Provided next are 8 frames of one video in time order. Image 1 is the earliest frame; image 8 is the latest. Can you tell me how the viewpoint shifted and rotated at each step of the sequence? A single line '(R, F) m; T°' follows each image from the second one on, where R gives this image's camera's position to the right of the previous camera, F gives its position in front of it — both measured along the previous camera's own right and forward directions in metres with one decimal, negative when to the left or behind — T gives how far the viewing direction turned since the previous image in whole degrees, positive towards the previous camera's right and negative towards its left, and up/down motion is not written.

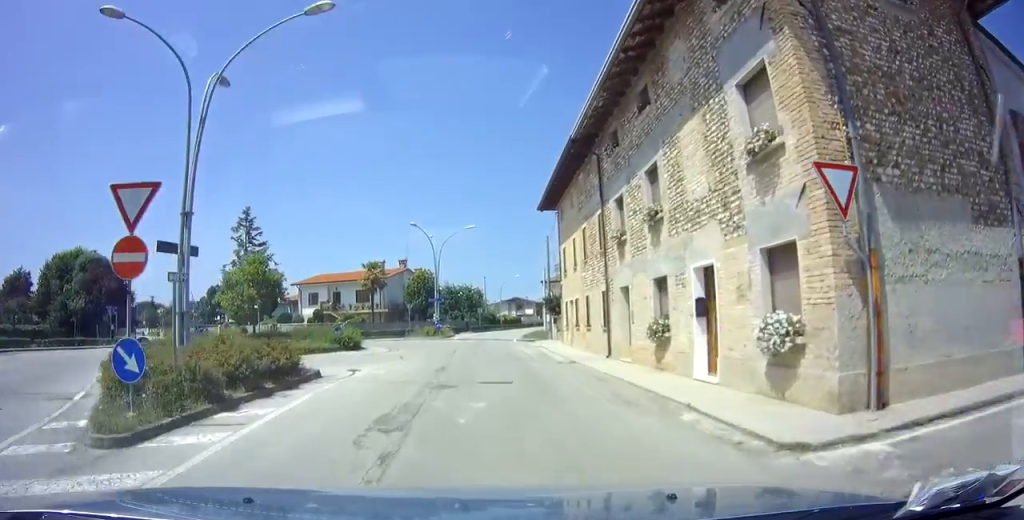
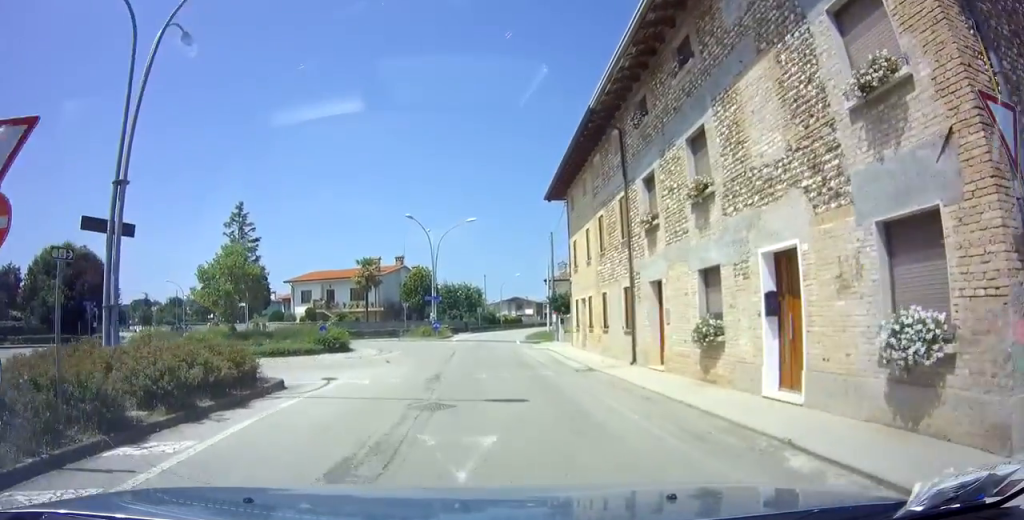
(0.0, +2.8) m; 0°
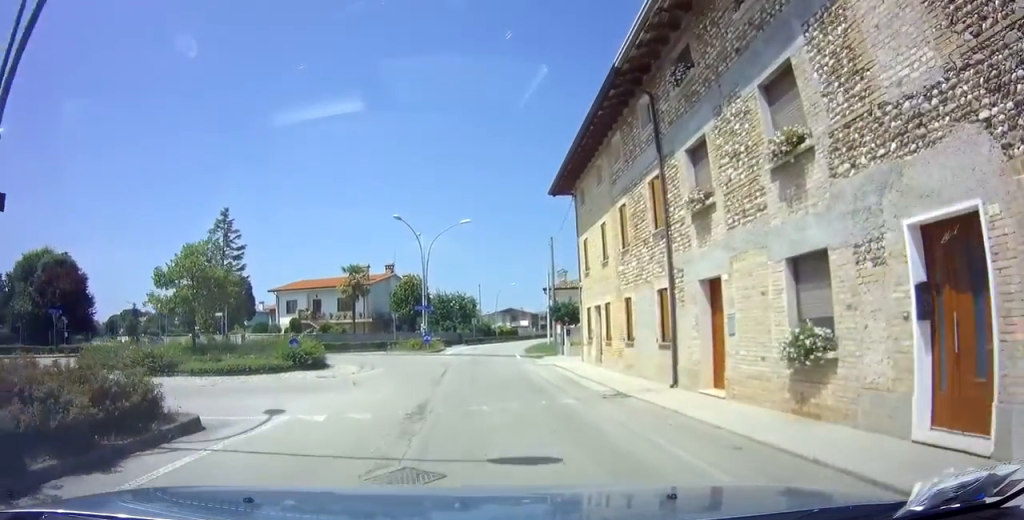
(+0.2, +3.8) m; 0°
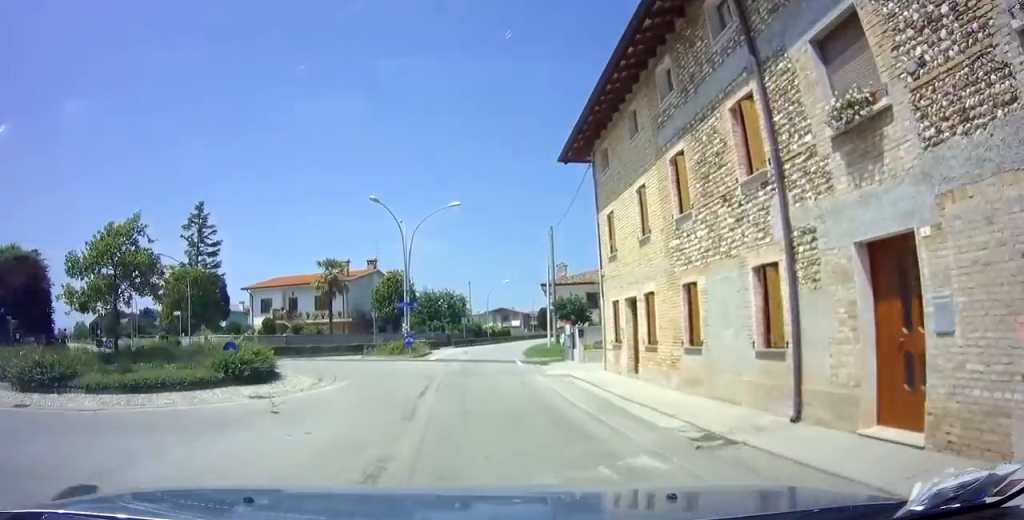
(-0.1, +6.7) m; -3°
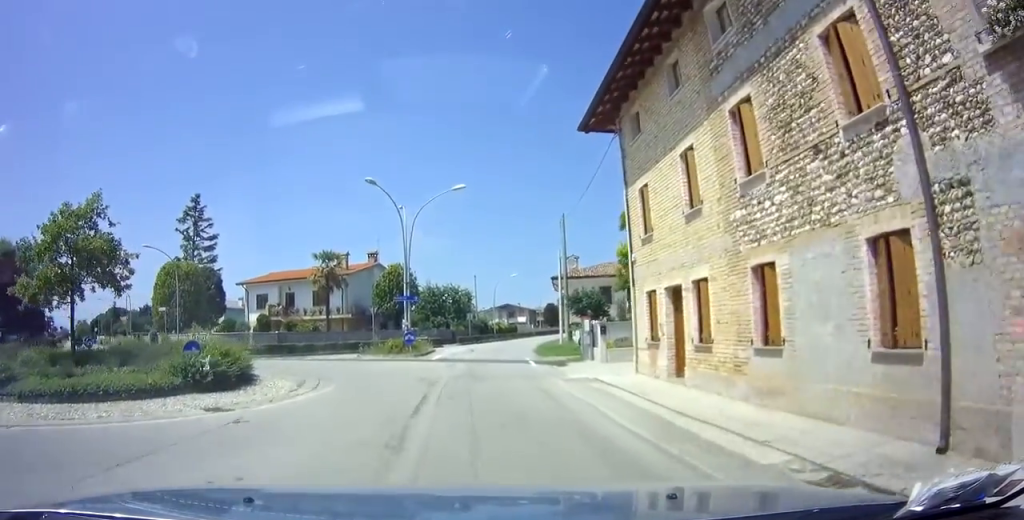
(-0.1, +3.3) m; -5°
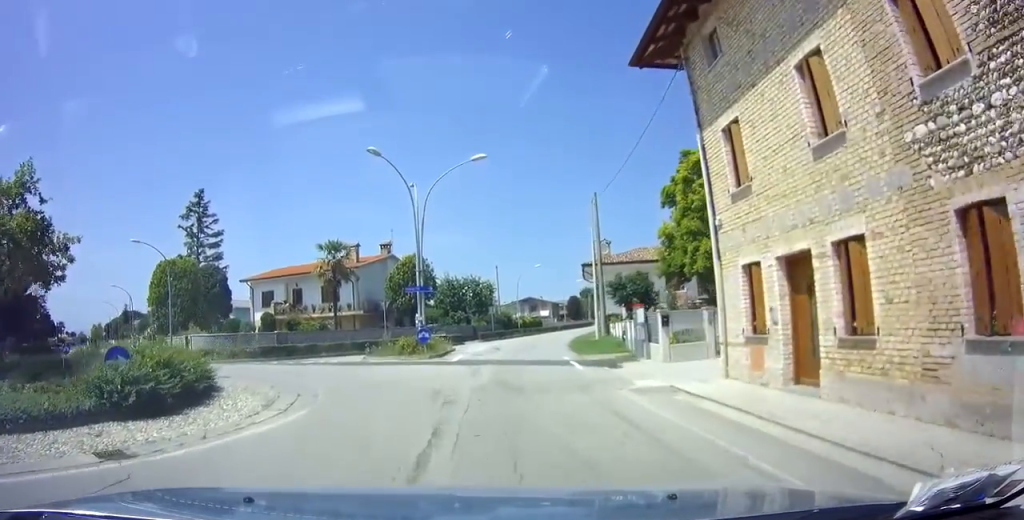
(+0.2, +4.6) m; -8°
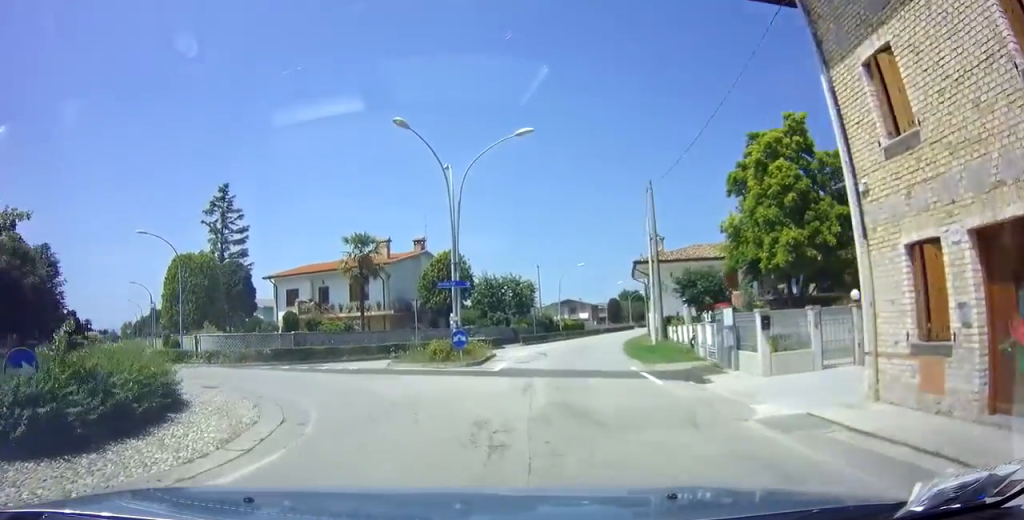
(-0.7, +4.0) m; -11°
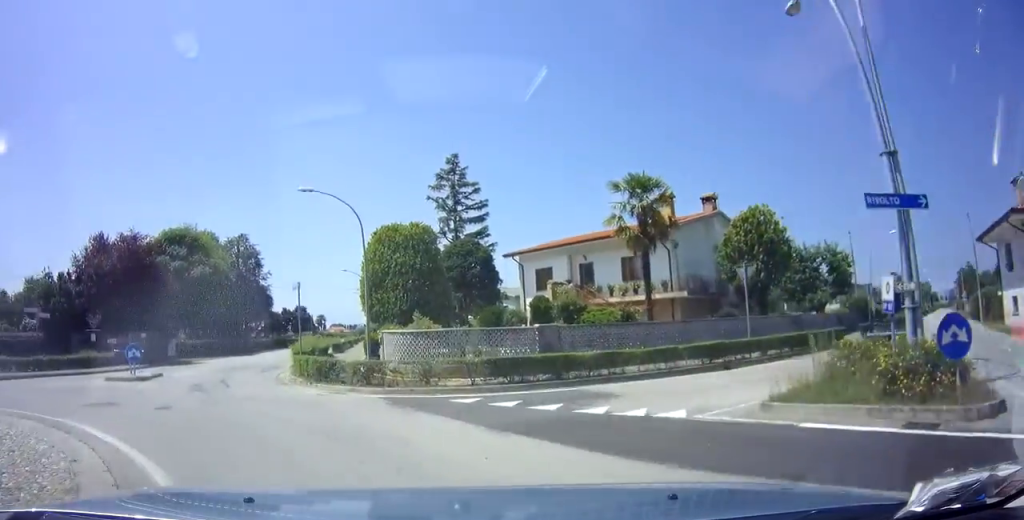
(-3.5, +12.3) m; -27°
